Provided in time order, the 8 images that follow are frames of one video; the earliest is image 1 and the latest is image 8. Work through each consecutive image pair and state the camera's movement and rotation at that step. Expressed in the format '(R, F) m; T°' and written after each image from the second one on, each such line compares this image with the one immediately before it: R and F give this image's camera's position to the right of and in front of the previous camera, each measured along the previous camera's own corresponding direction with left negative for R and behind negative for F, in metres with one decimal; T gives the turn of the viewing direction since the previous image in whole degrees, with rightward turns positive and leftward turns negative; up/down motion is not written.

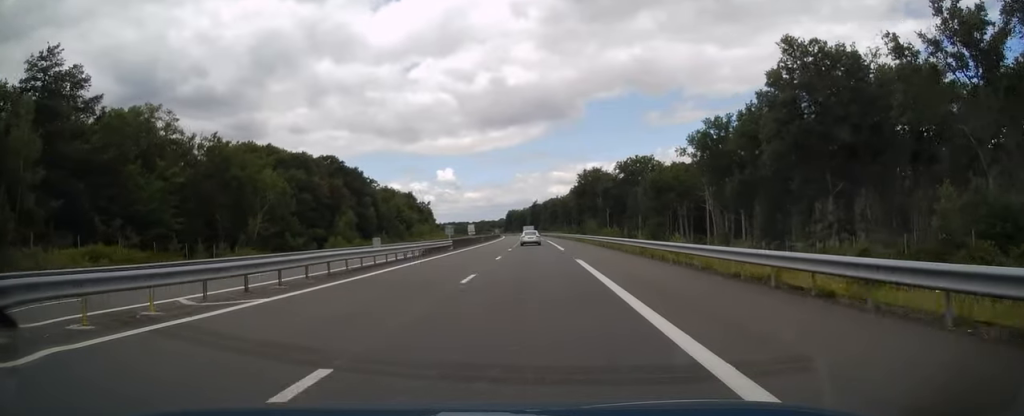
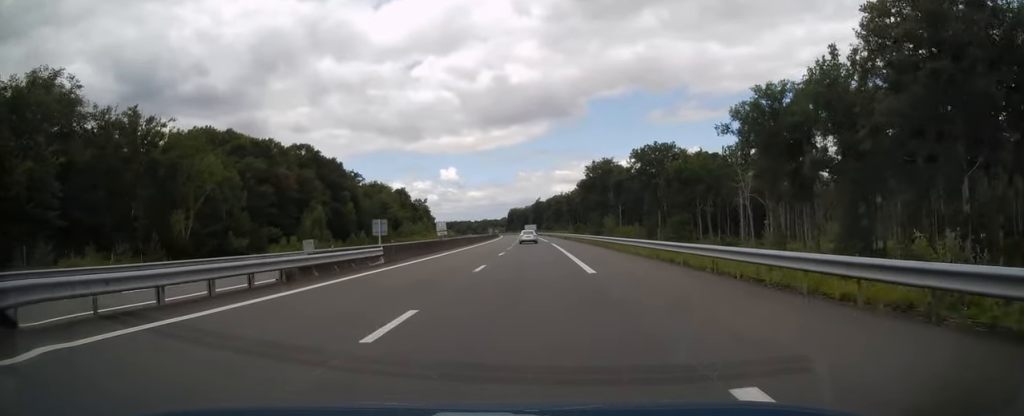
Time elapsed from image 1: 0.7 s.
(0.0, +21.5) m; -1°
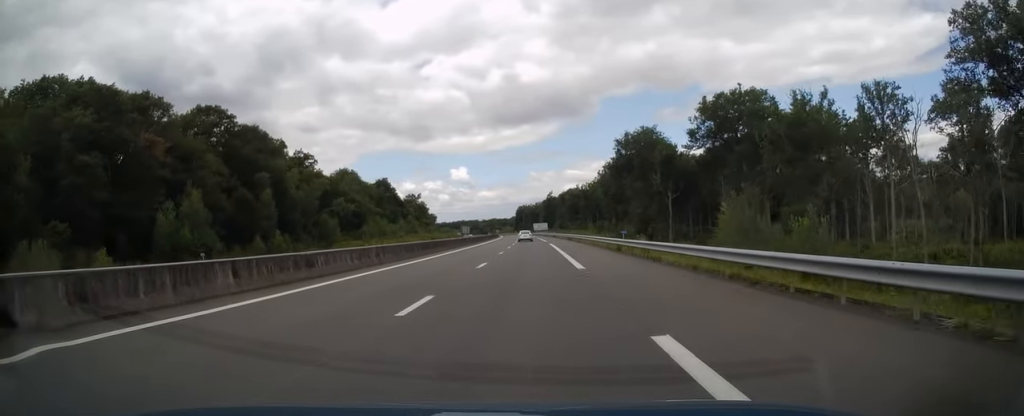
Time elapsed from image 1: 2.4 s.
(-0.4, +49.5) m; -1°
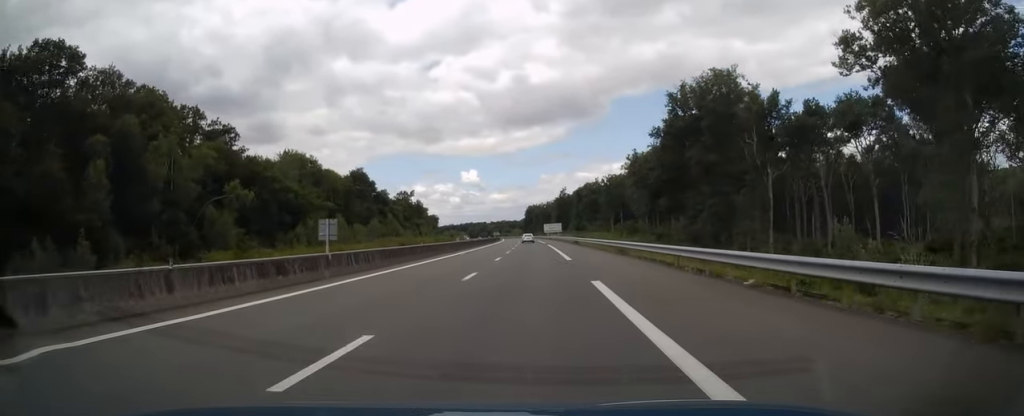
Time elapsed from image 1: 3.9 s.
(-0.8, +43.6) m; -1°
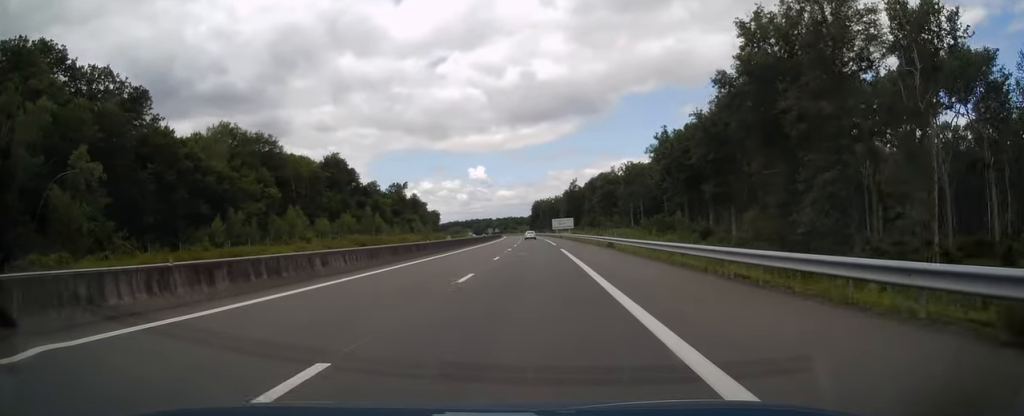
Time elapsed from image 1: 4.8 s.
(+0.4, +27.9) m; 0°
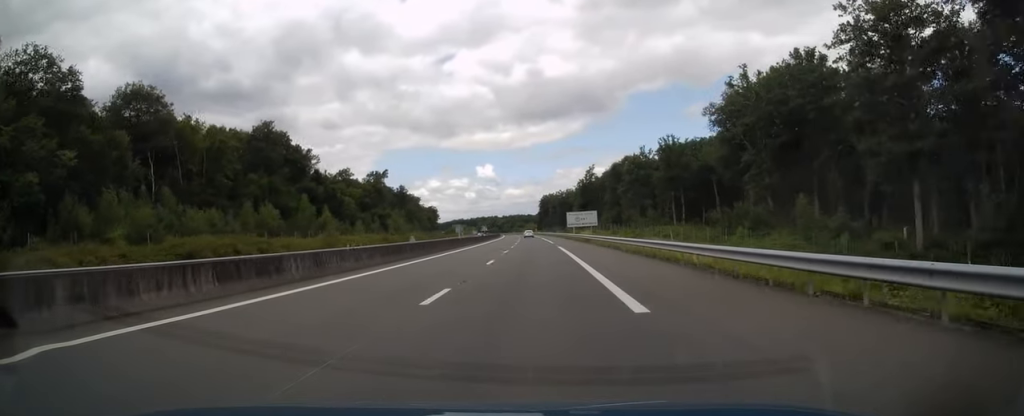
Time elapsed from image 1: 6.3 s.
(-1.0, +44.0) m; -2°
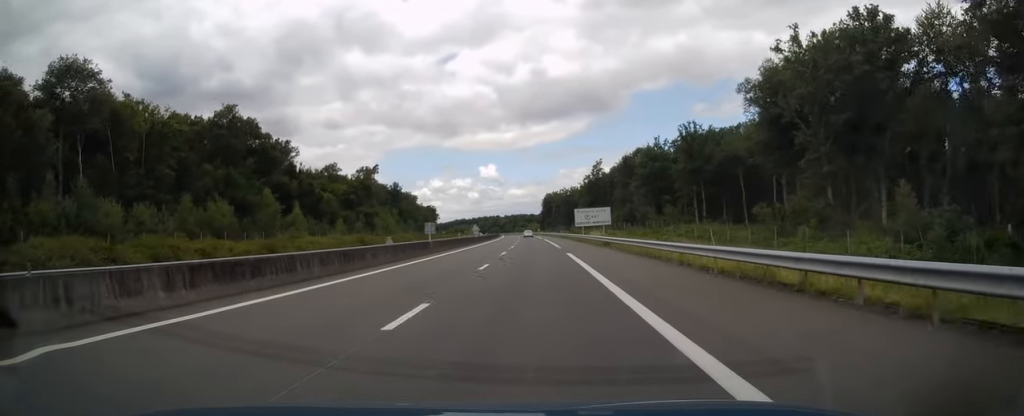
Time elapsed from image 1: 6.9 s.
(-0.2, +15.7) m; 0°
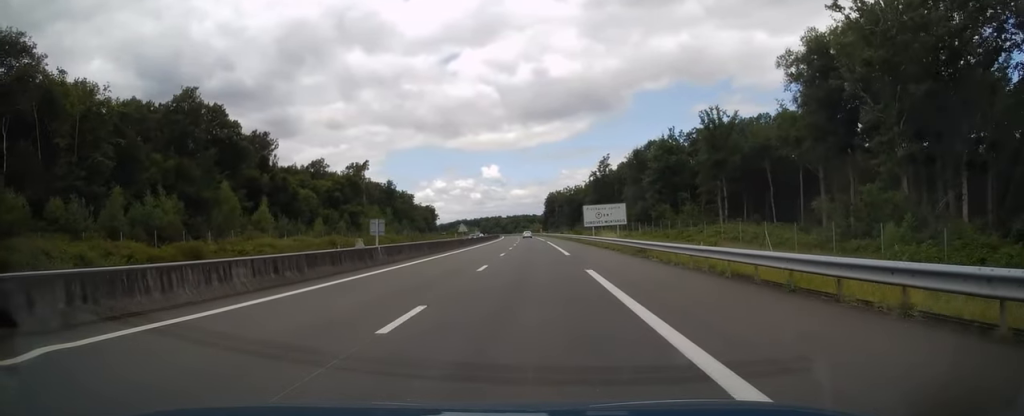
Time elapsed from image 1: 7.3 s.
(+0.2, +13.2) m; 0°
